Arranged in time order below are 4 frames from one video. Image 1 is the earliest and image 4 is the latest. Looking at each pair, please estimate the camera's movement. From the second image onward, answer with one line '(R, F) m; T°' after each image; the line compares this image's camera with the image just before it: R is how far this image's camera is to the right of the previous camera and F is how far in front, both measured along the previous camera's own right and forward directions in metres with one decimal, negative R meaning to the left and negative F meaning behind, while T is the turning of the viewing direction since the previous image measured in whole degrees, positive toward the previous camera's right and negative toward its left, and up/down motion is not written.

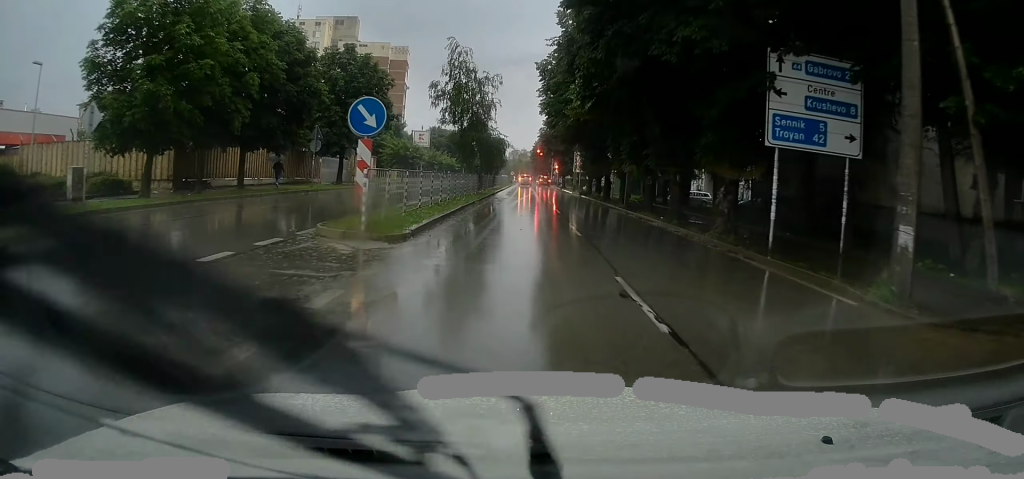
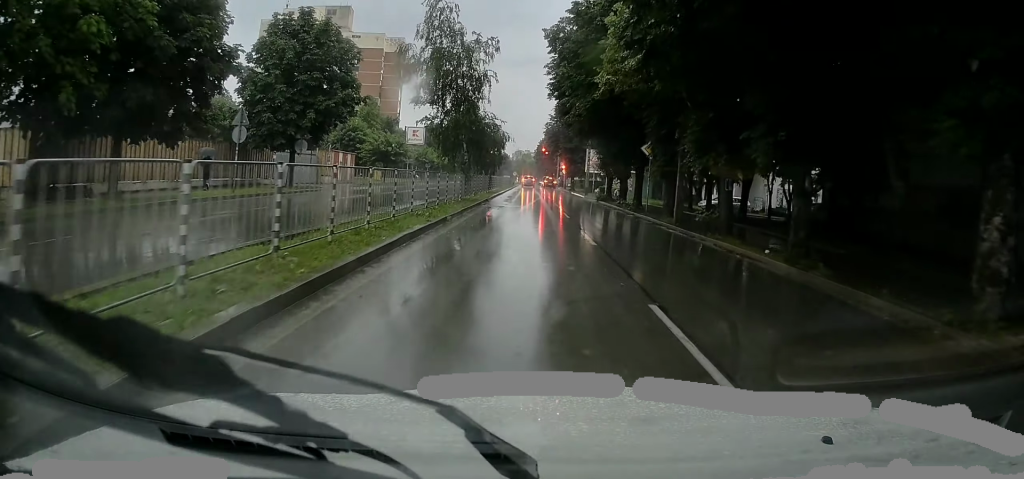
(-0.3, +10.6) m; -1°
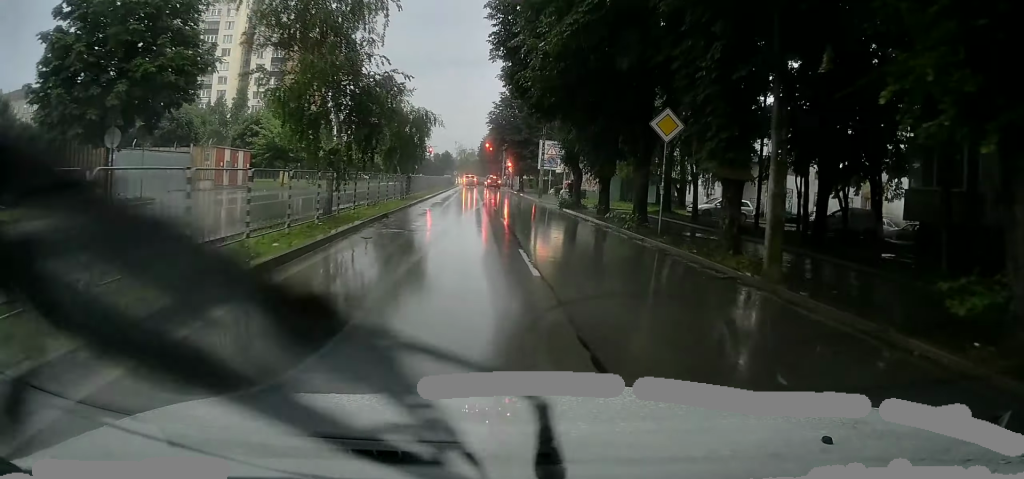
(+0.7, +12.7) m; +5°
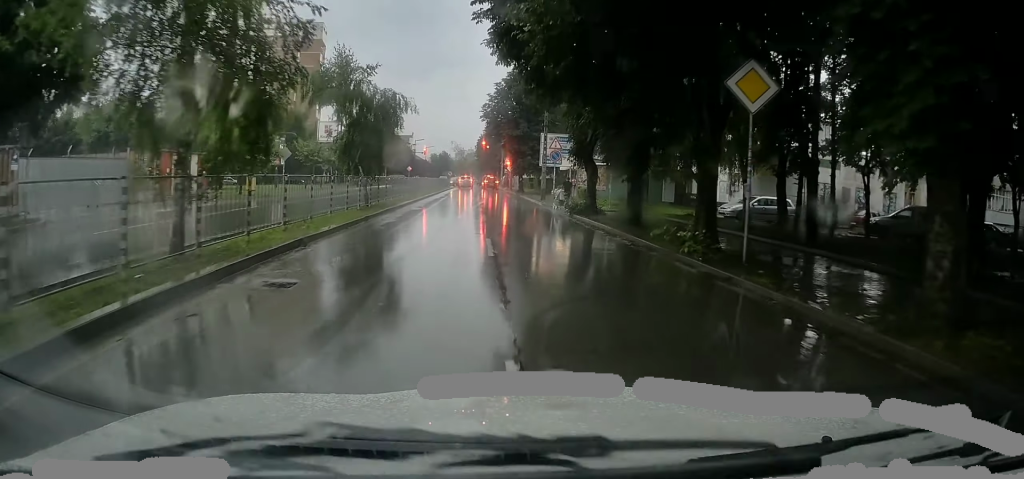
(+0.1, +6.4) m; 0°
